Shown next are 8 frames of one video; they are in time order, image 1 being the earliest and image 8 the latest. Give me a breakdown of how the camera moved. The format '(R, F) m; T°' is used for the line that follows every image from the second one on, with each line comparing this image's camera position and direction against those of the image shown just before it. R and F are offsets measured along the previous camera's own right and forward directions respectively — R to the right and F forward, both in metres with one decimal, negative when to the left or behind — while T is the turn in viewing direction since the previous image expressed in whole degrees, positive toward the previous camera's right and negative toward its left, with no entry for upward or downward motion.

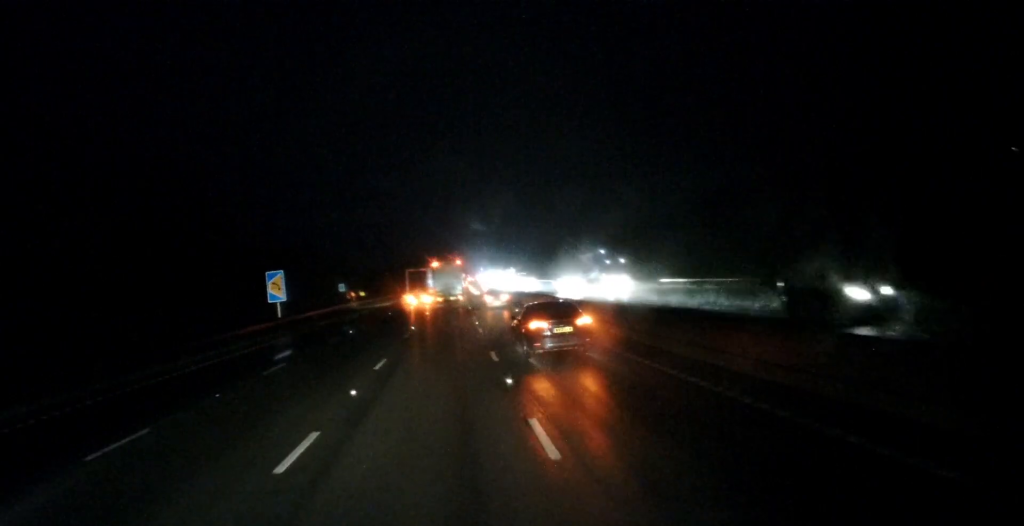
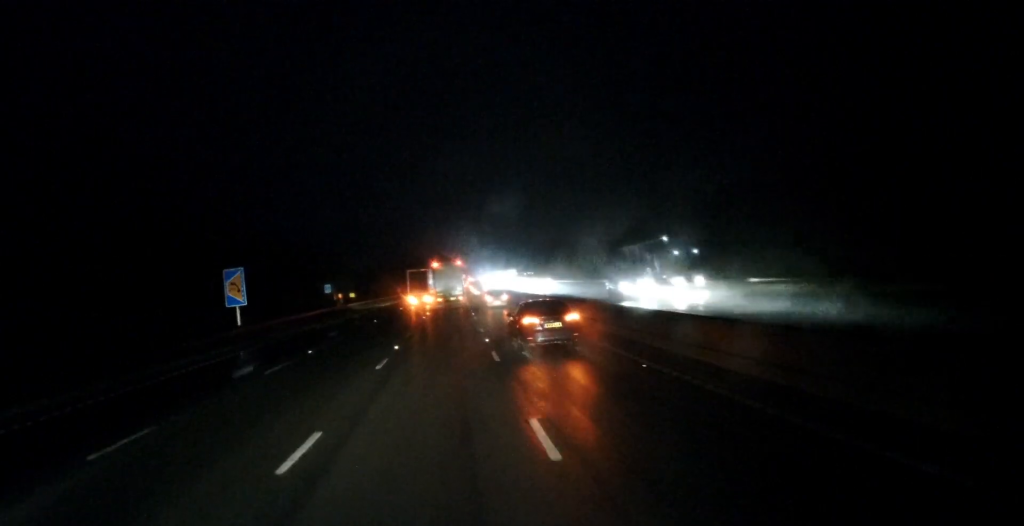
(0.0, +9.2) m; 0°
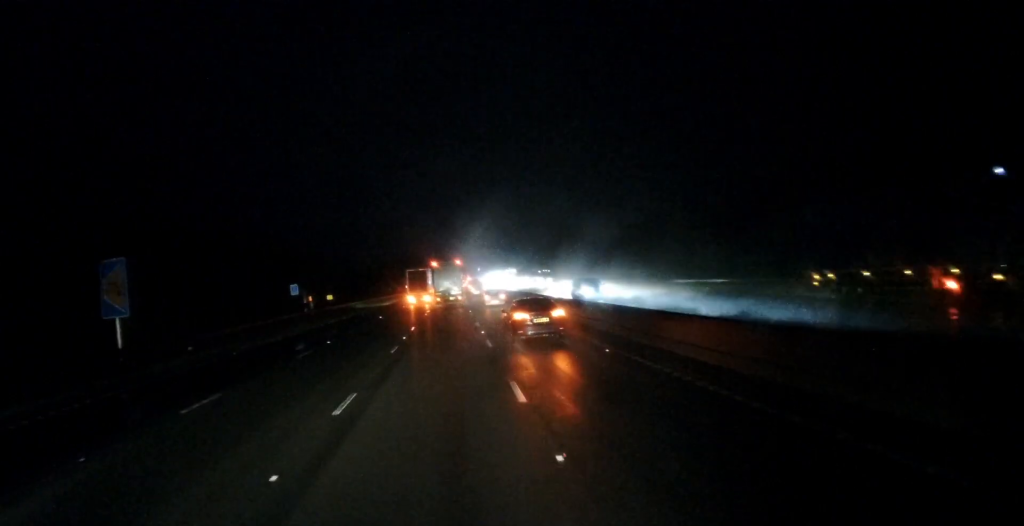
(+0.2, +14.7) m; 0°
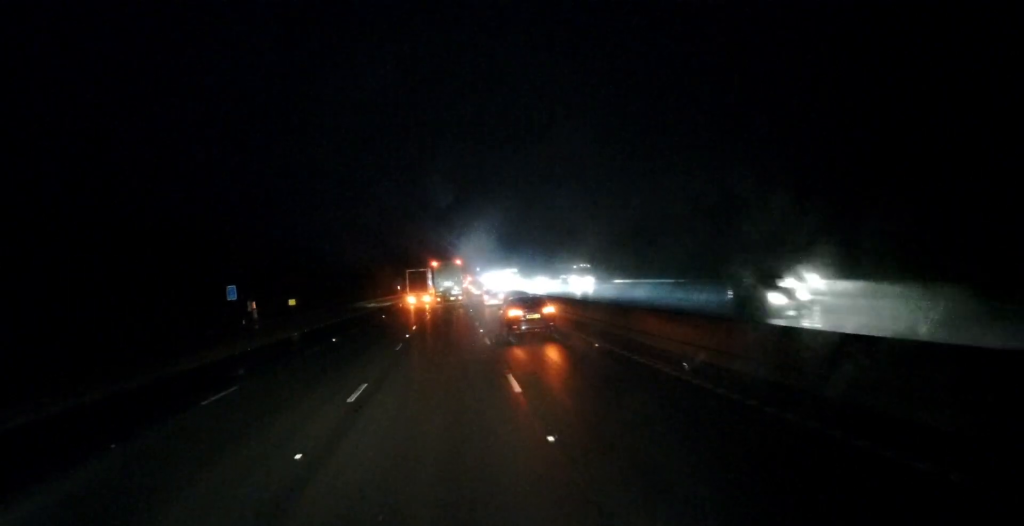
(-0.2, +17.2) m; 0°
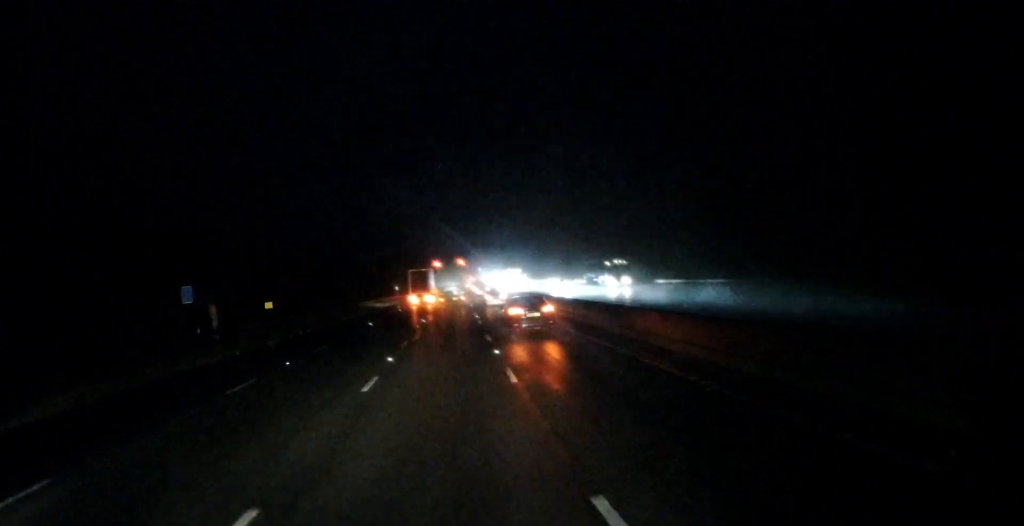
(+0.1, +7.9) m; +1°
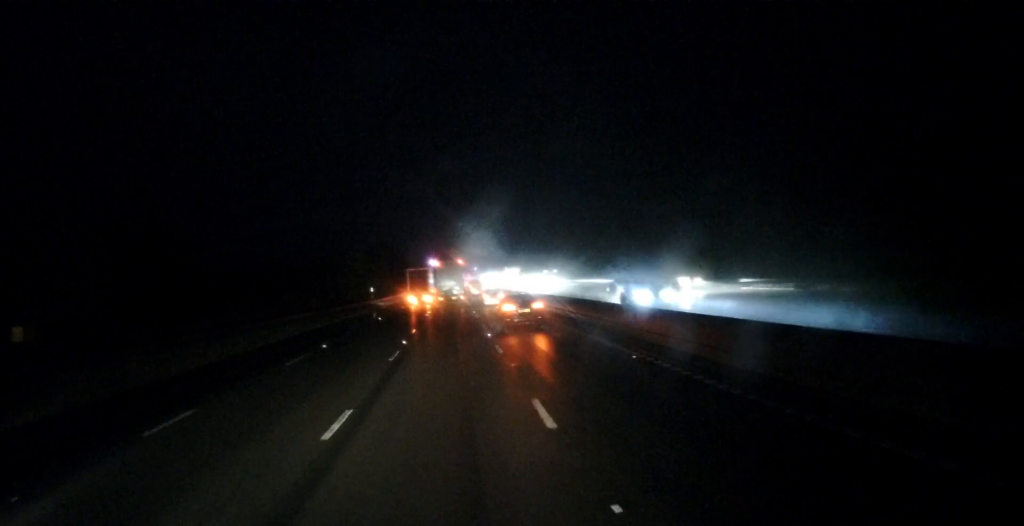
(+0.2, +31.6) m; 0°
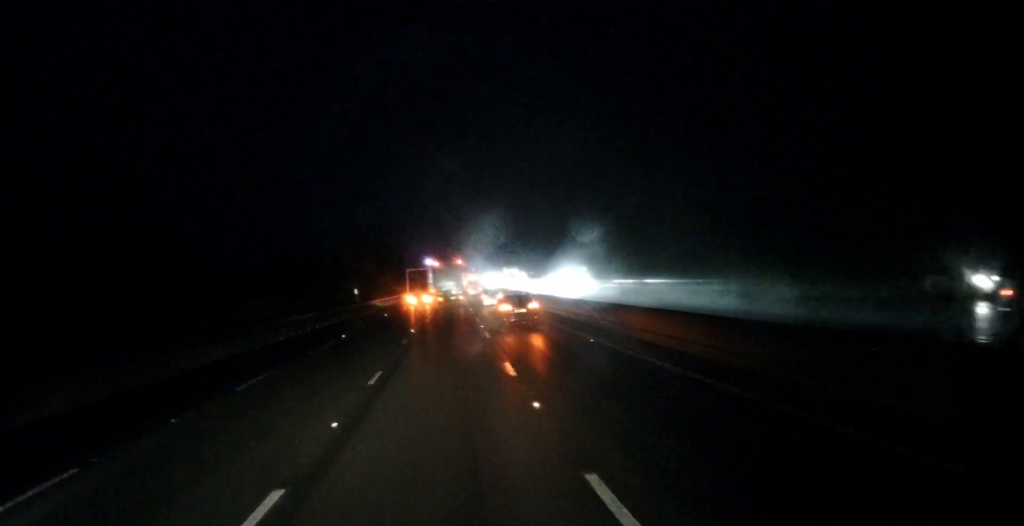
(0.0, +13.3) m; 0°
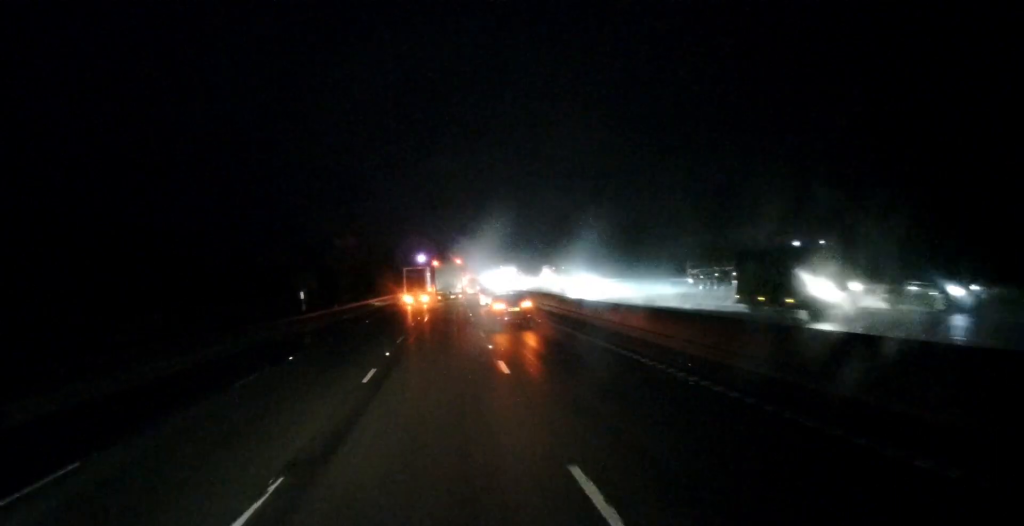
(0.0, +26.9) m; 0°
